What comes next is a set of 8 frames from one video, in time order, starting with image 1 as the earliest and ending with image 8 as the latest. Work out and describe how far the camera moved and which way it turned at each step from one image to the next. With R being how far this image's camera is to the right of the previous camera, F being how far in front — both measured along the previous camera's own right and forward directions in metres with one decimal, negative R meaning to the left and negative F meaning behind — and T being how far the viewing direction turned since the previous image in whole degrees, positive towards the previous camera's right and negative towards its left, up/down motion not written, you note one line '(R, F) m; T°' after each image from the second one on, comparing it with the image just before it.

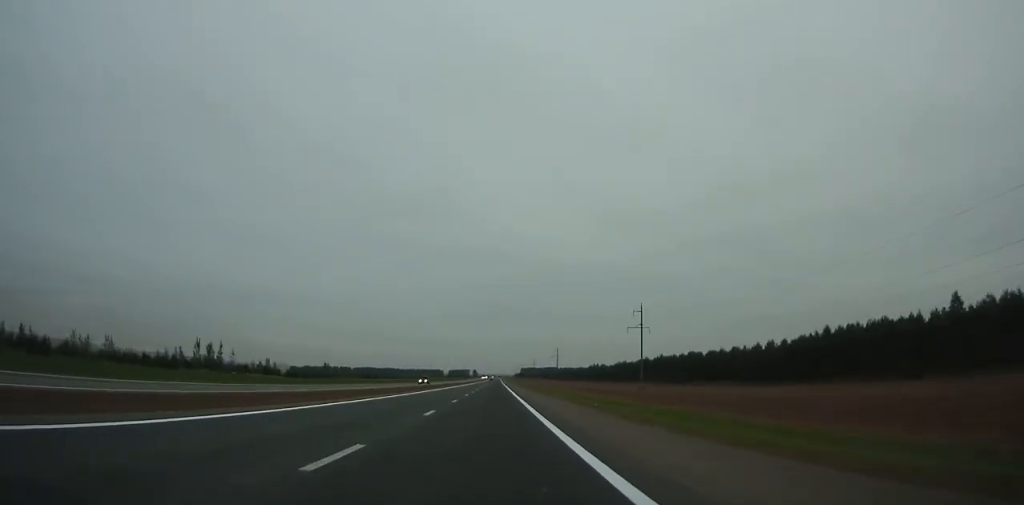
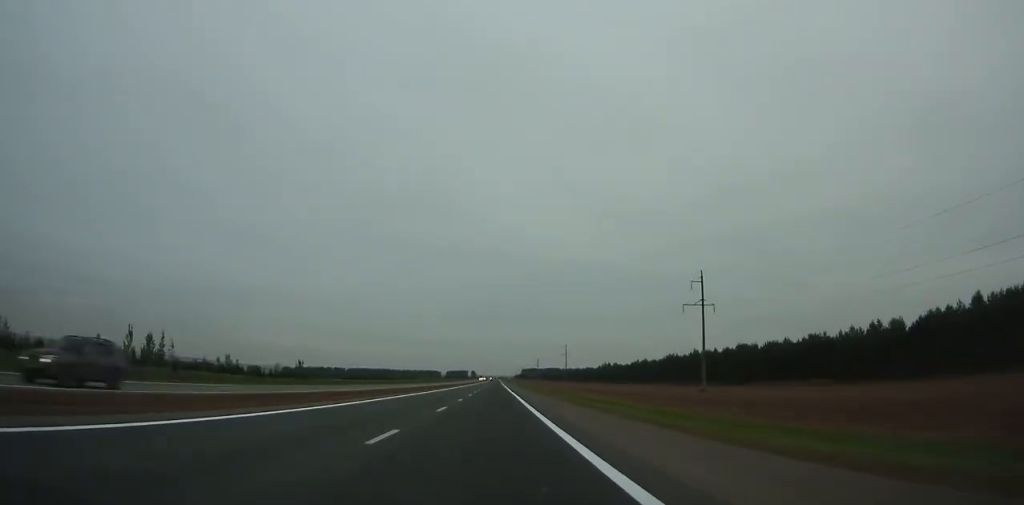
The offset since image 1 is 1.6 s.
(0.0, +45.7) m; 0°
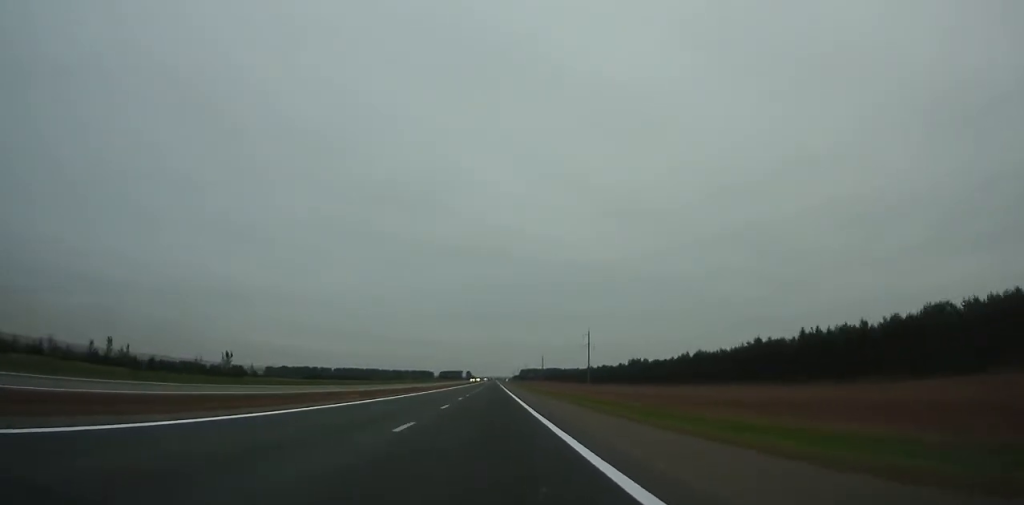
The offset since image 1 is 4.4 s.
(0.0, +80.5) m; 0°
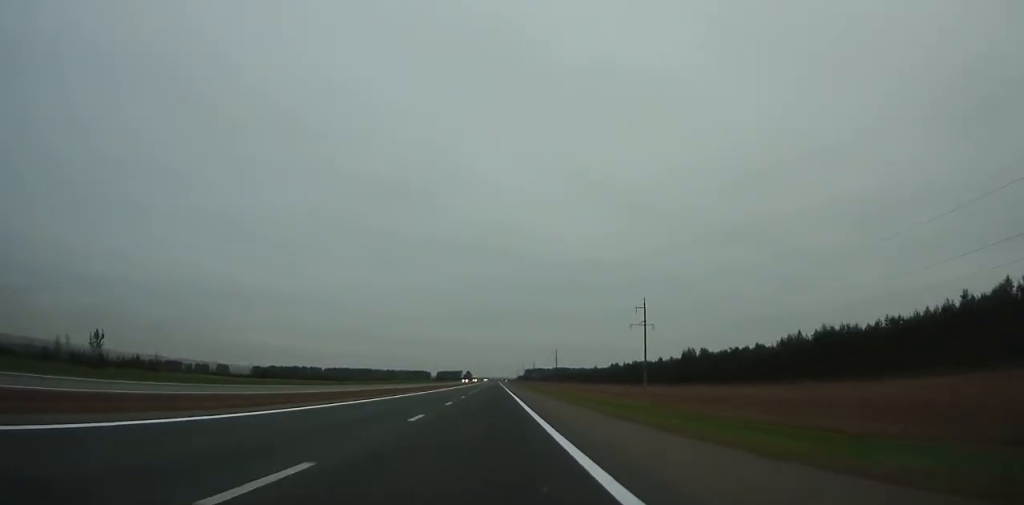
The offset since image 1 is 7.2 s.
(+0.1, +80.8) m; 0°
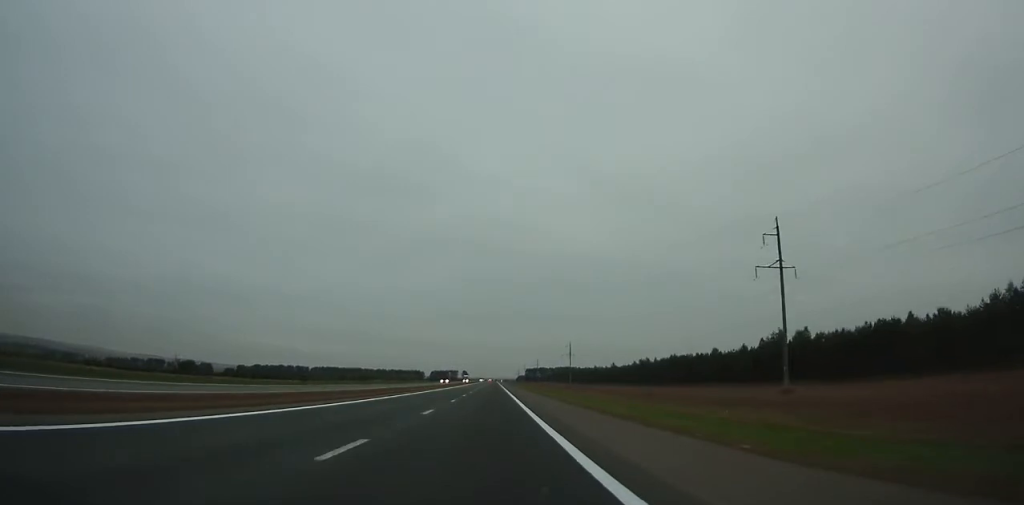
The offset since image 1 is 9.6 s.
(-0.1, +69.2) m; 0°
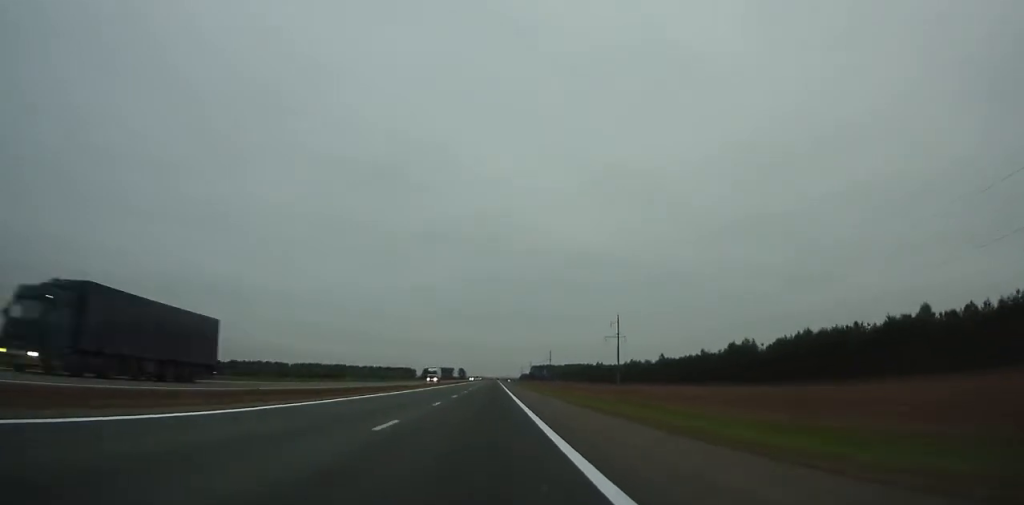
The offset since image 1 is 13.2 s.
(-0.3, +103.0) m; 0°
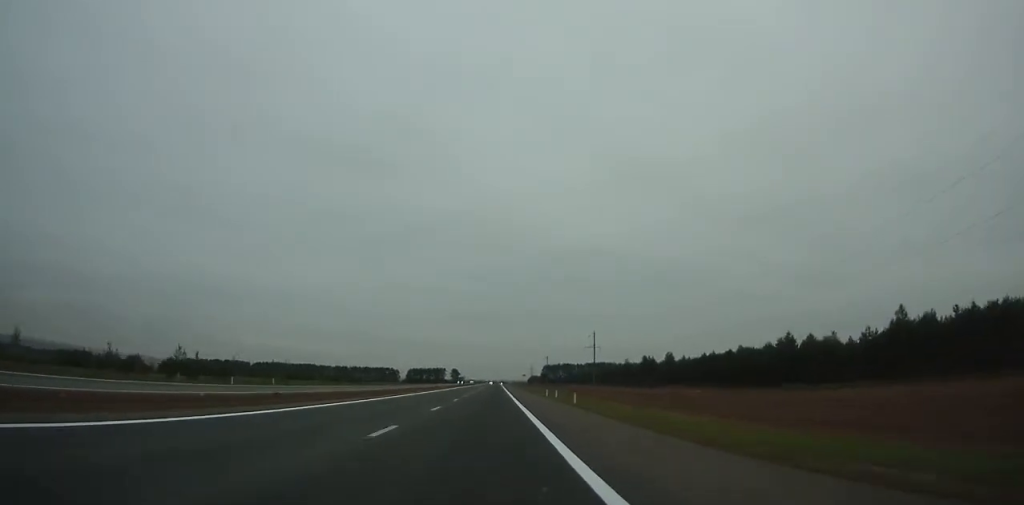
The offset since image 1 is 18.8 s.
(0.0, +157.0) m; 0°
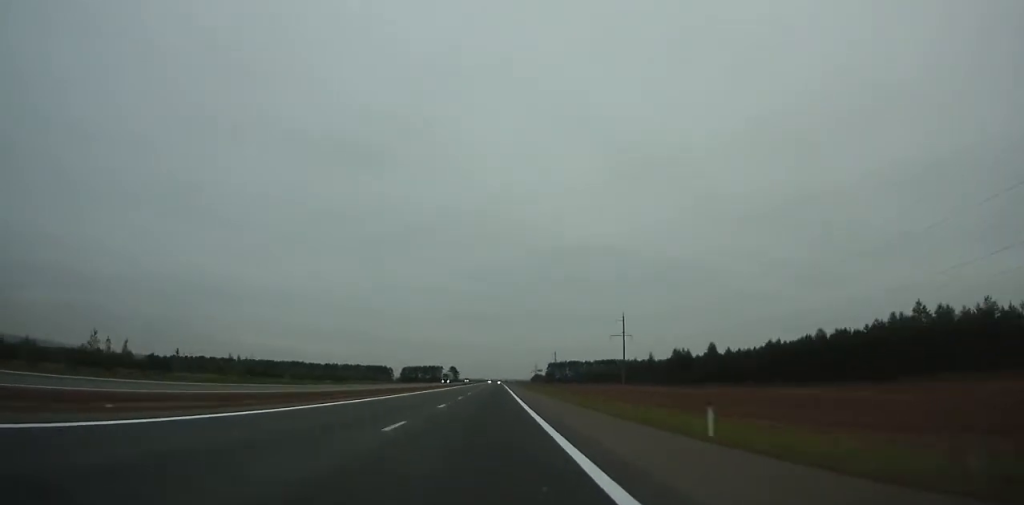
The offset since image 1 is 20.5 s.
(0.0, +47.1) m; 0°
